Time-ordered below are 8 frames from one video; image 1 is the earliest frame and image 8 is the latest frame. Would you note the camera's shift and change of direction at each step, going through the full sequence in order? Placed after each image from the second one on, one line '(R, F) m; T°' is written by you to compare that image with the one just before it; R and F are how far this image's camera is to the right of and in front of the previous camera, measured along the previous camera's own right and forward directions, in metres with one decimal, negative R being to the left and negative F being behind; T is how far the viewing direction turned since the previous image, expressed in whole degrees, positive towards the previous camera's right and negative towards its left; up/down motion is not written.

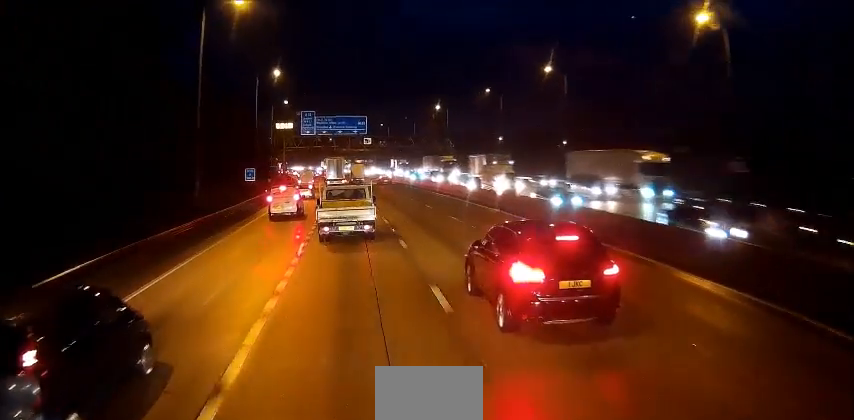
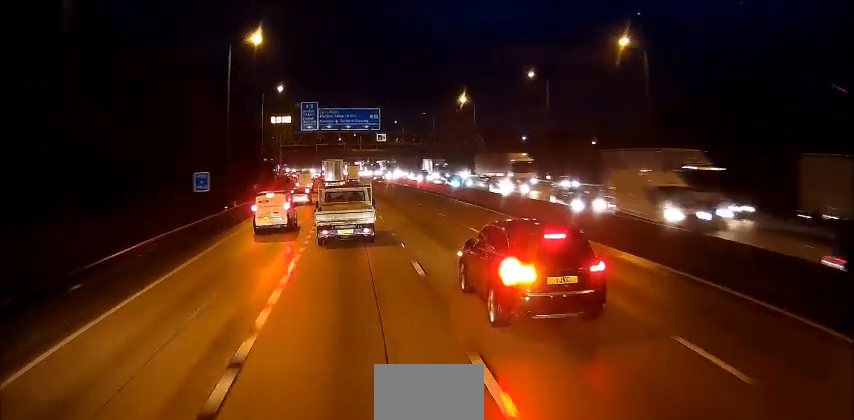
(-0.5, +22.9) m; -1°
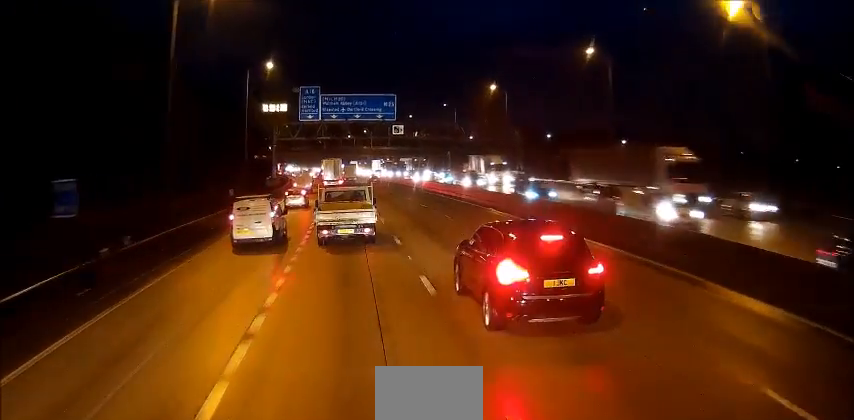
(0.0, +20.4) m; 0°
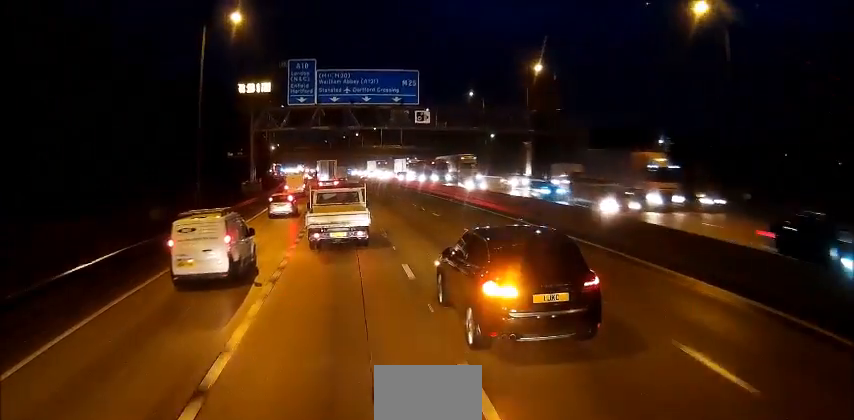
(-0.1, +24.2) m; -1°
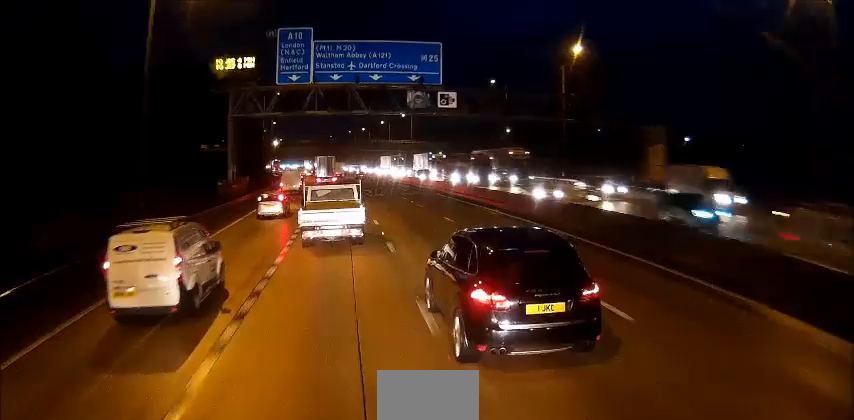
(-0.1, +13.9) m; -1°
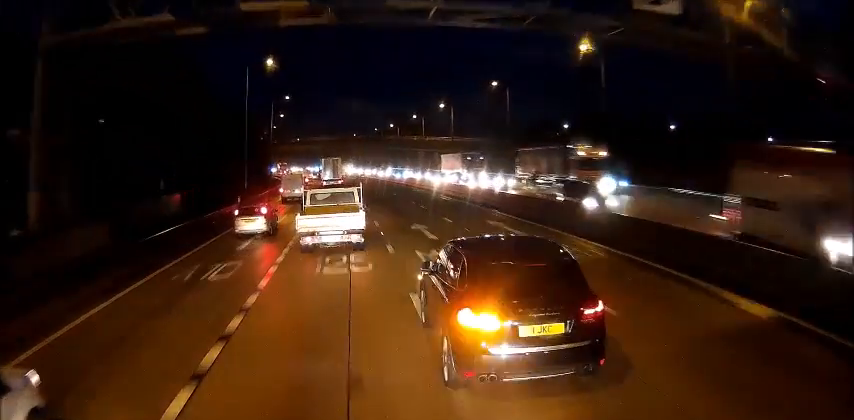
(-1.0, +35.2) m; -3°
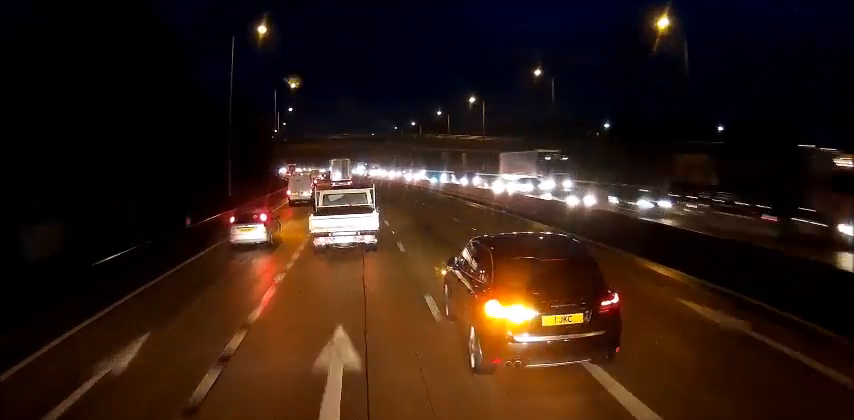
(0.0, +17.3) m; -1°
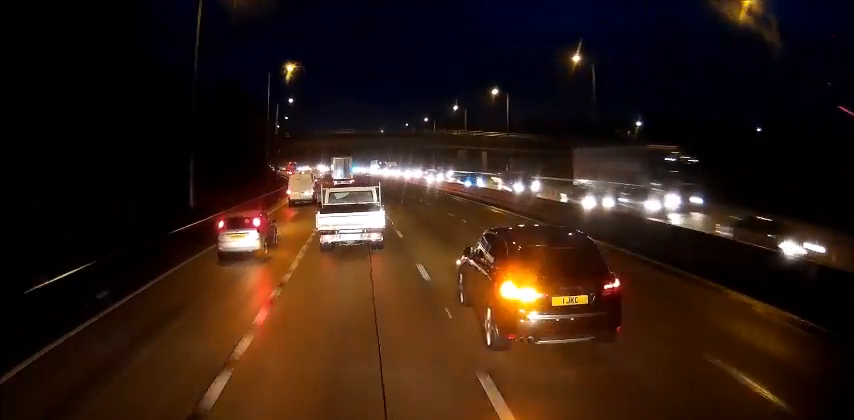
(-0.1, +13.5) m; -1°
